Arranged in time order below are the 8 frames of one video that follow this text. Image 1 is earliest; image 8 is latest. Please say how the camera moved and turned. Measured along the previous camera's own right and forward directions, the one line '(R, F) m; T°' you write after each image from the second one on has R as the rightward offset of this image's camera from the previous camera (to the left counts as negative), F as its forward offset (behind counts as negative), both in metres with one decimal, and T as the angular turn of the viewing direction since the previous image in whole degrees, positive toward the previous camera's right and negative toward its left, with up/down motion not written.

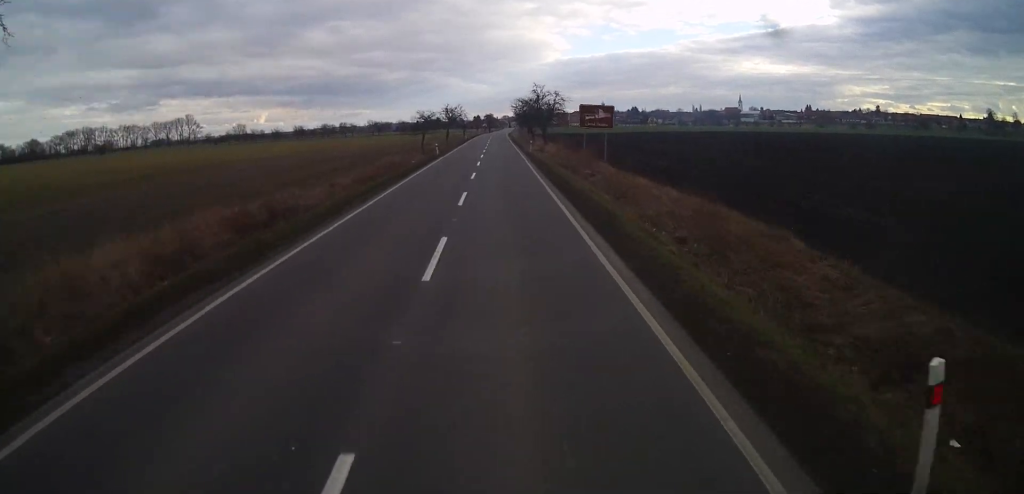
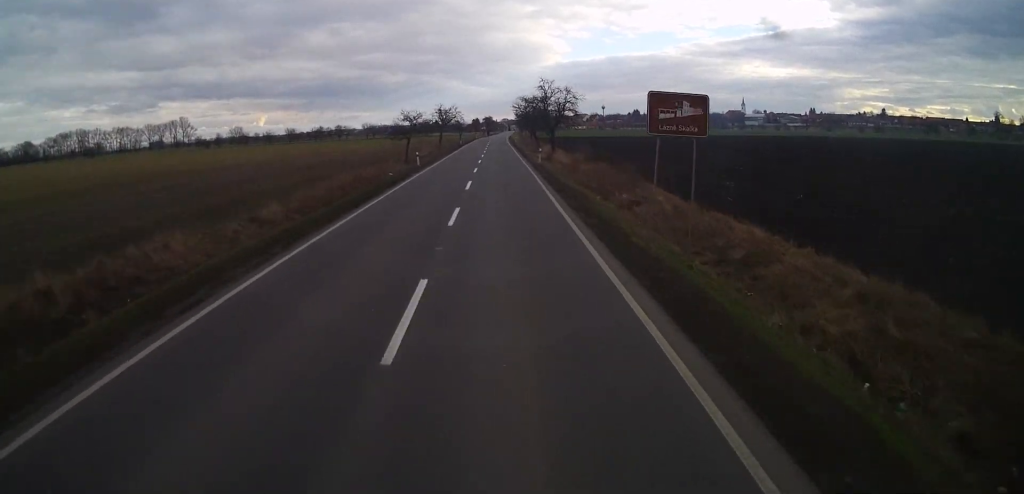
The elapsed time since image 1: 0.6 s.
(0.0, +12.3) m; 0°
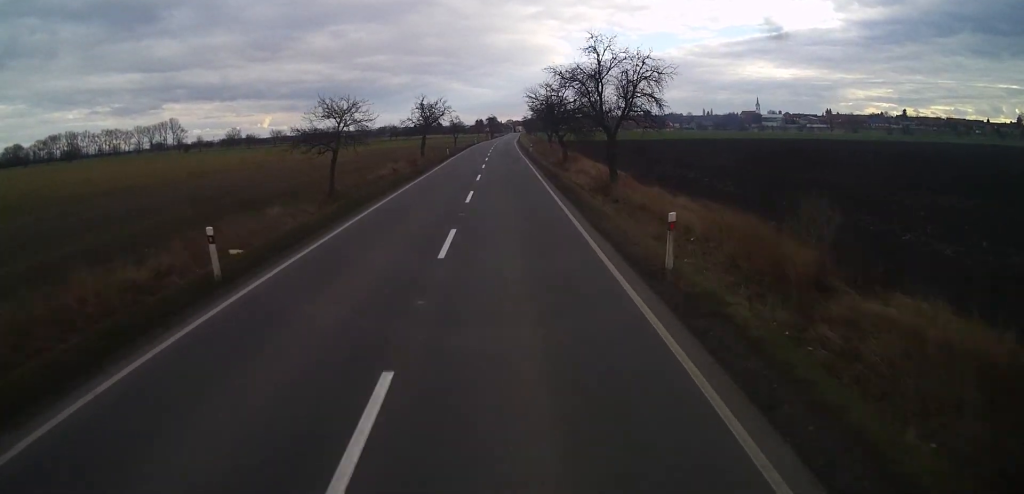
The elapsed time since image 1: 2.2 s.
(-0.2, +30.4) m; 0°
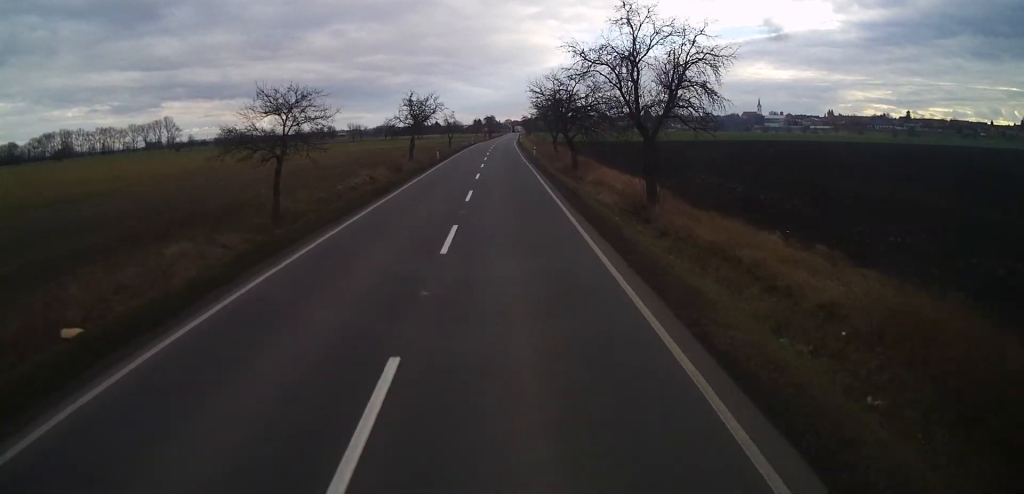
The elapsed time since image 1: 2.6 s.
(0.0, +8.4) m; 0°
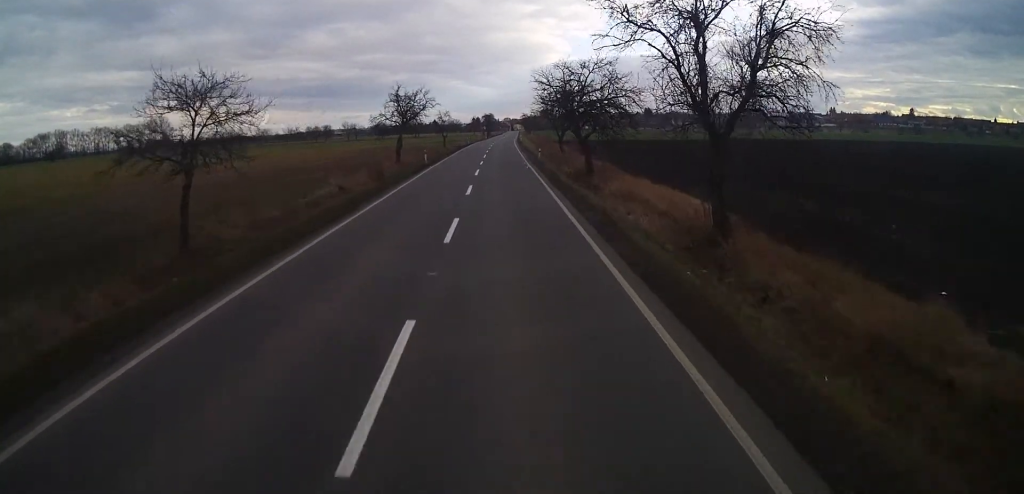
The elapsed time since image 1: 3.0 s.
(+0.1, +7.8) m; 0°
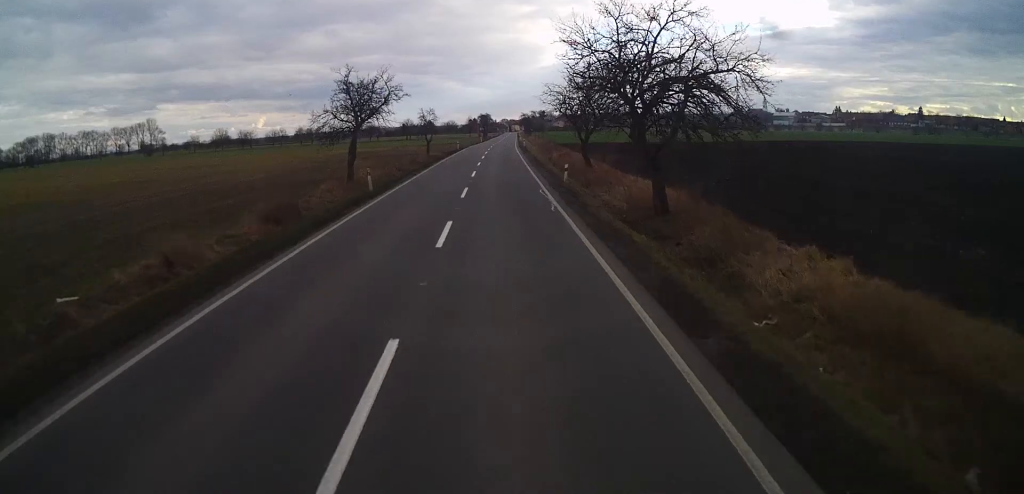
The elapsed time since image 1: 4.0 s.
(-0.2, +18.3) m; 0°
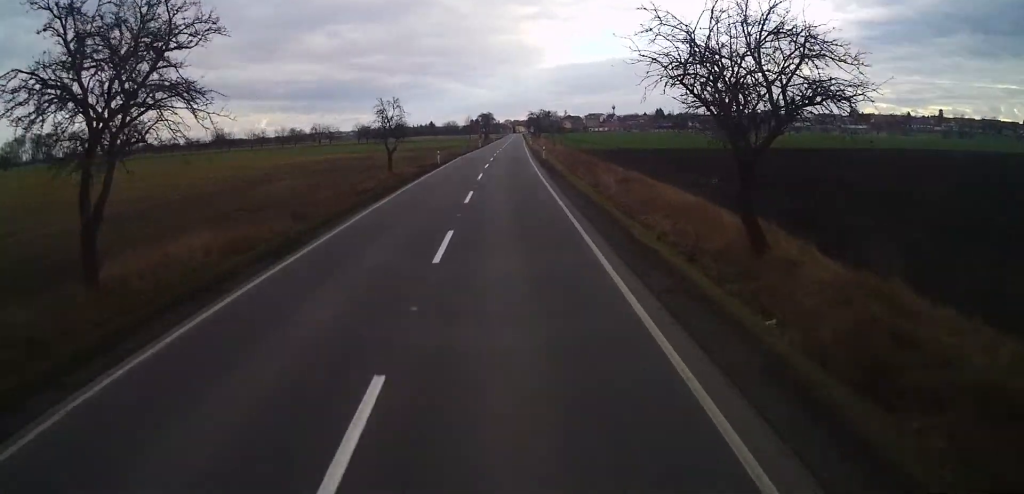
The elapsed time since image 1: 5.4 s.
(+0.2, +27.7) m; +1°
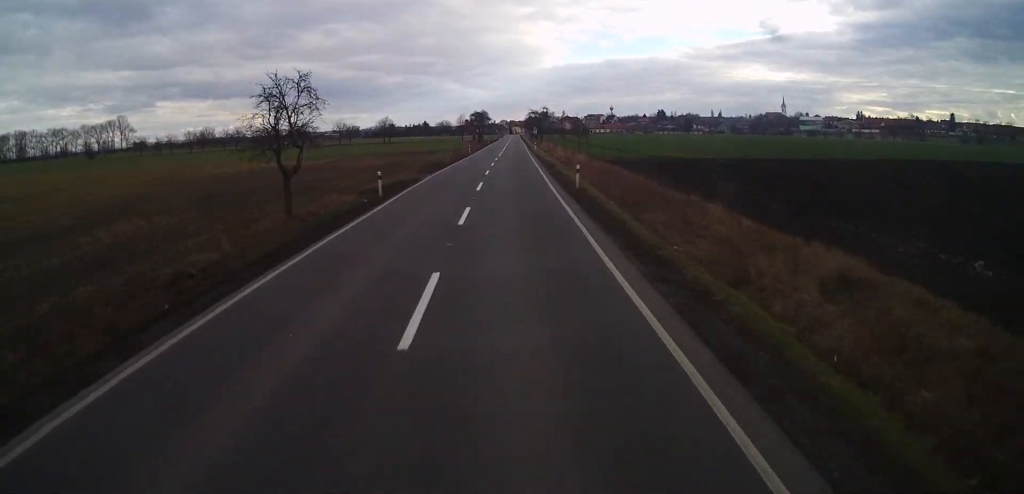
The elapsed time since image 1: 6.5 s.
(0.0, +22.0) m; 0°
